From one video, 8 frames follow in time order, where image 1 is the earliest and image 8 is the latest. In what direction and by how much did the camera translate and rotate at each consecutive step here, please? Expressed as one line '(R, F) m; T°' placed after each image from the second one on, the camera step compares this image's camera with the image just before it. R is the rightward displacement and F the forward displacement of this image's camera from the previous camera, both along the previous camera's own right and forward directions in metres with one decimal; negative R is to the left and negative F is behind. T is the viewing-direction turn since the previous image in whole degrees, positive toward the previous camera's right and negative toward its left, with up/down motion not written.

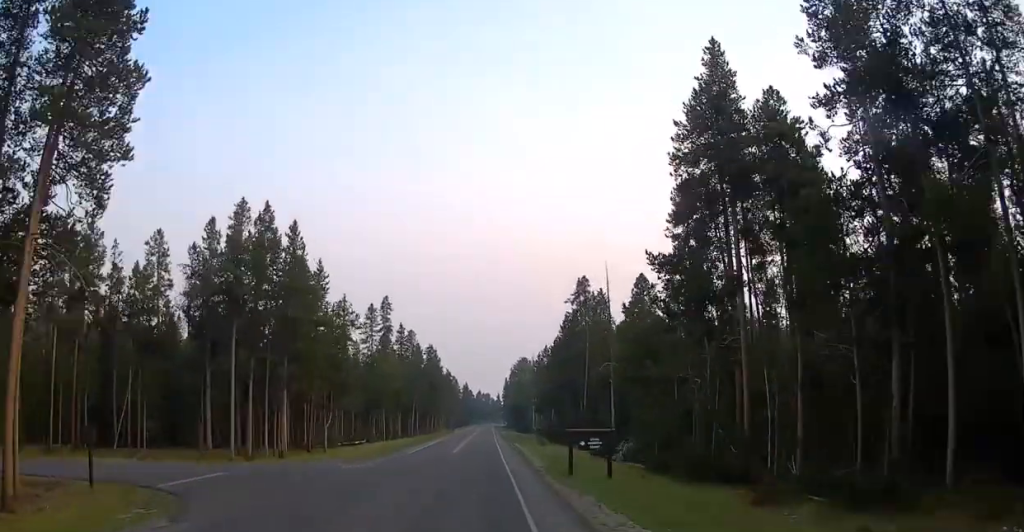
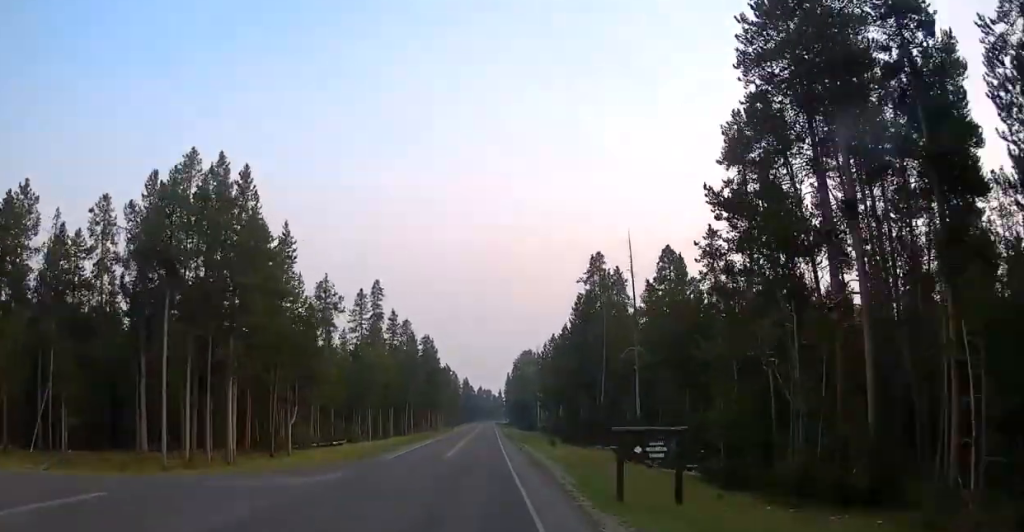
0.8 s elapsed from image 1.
(+0.3, +11.8) m; +1°
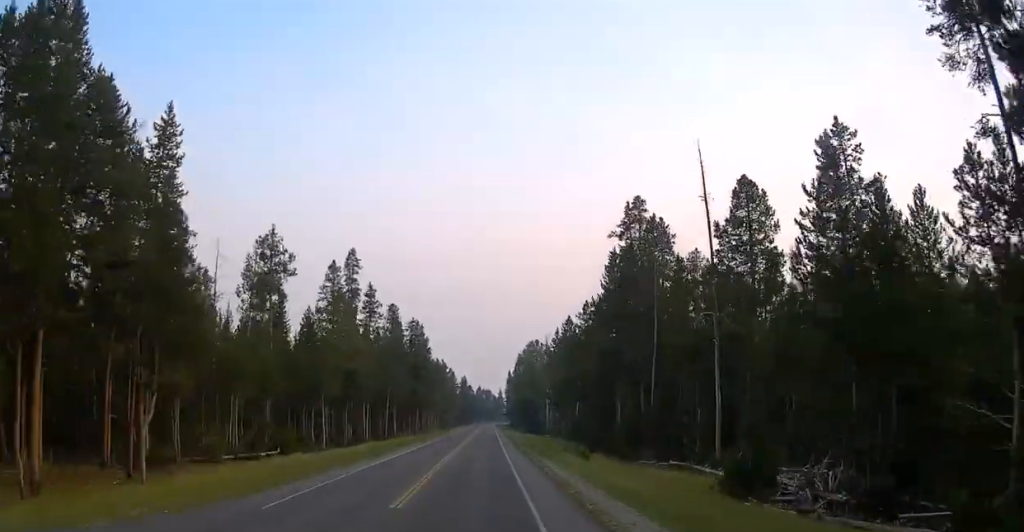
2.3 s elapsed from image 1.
(+0.1, +21.1) m; 0°
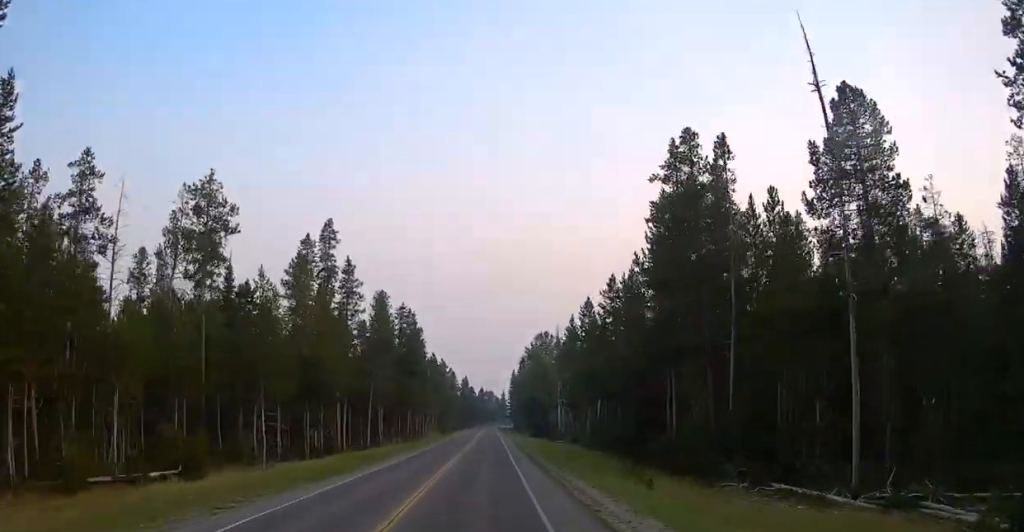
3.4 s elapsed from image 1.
(0.0, +14.5) m; 0°
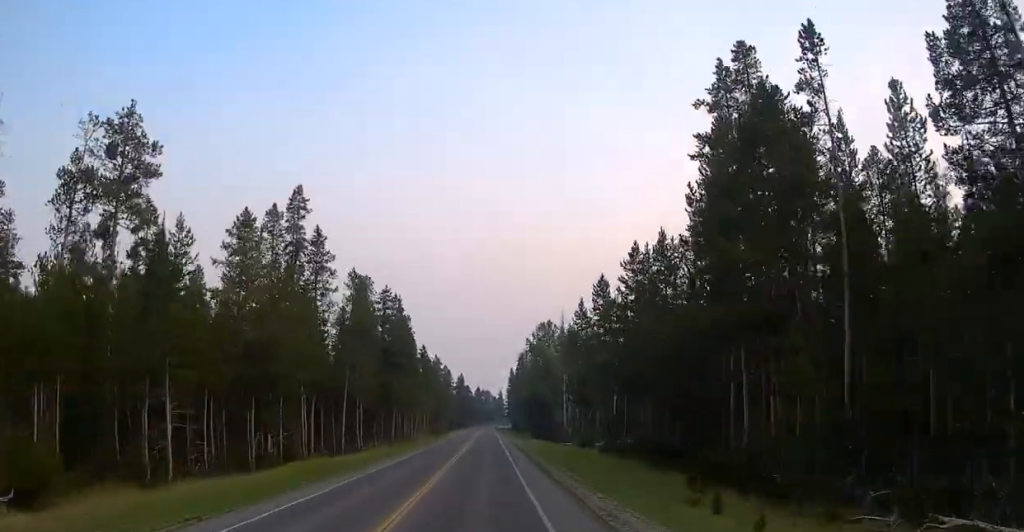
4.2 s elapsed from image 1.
(0.0, +10.9) m; 0°
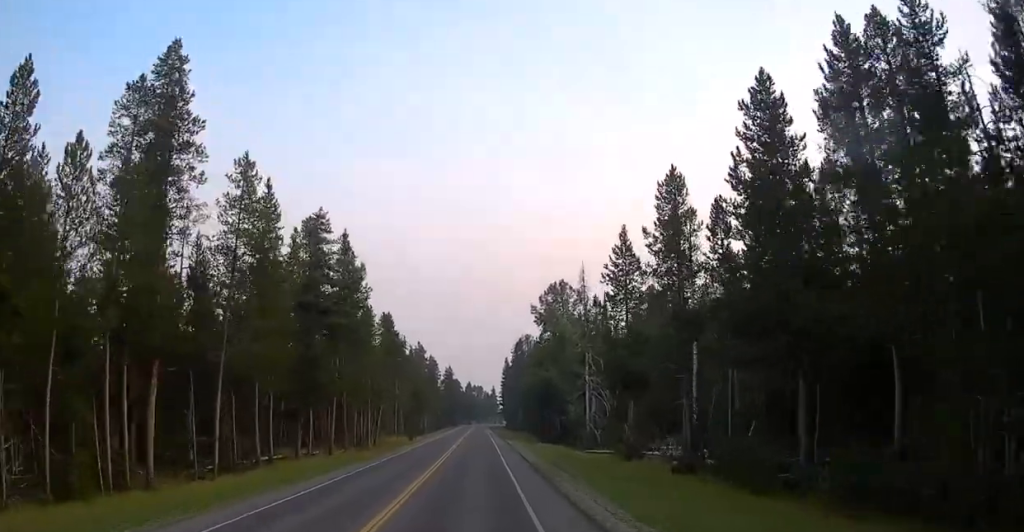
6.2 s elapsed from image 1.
(-0.1, +26.9) m; -1°
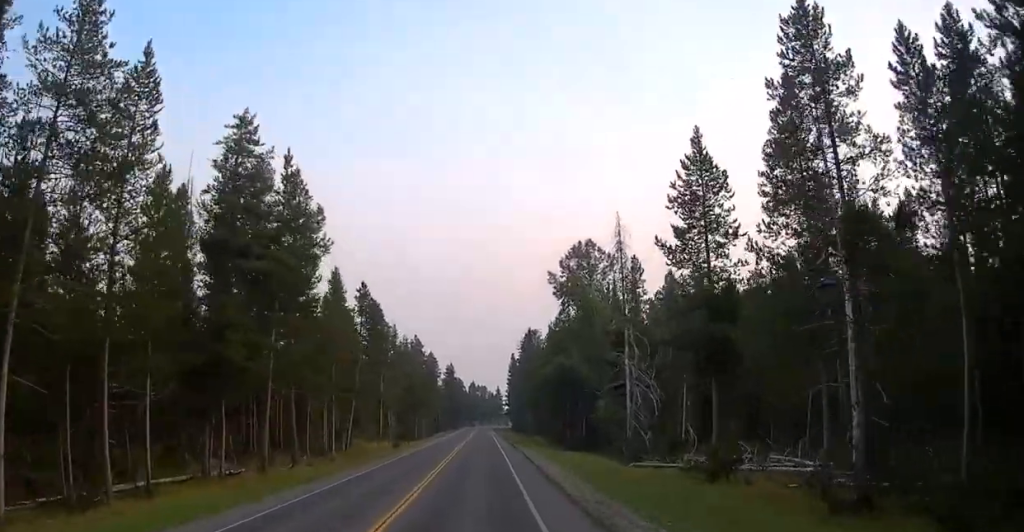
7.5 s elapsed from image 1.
(-0.2, +16.1) m; -1°
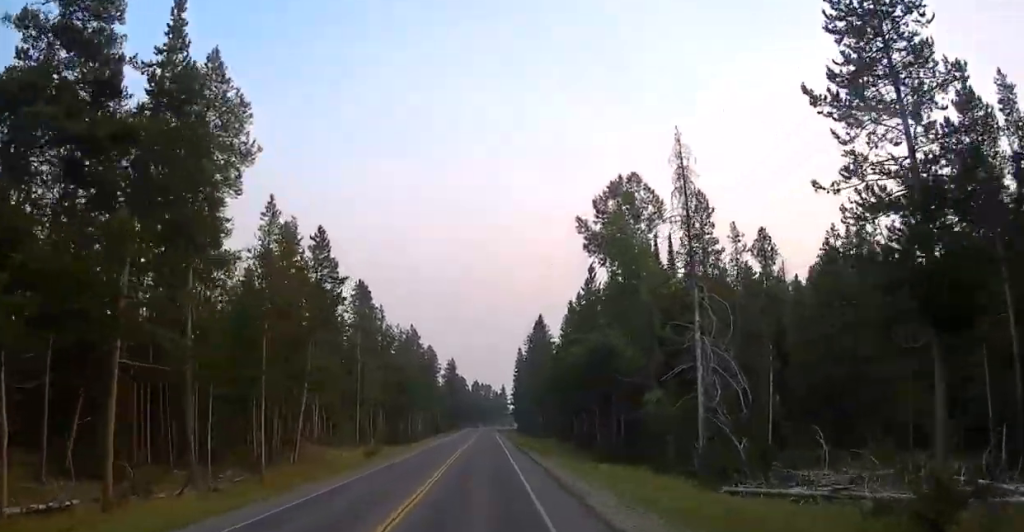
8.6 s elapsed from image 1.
(0.0, +15.3) m; +1°
